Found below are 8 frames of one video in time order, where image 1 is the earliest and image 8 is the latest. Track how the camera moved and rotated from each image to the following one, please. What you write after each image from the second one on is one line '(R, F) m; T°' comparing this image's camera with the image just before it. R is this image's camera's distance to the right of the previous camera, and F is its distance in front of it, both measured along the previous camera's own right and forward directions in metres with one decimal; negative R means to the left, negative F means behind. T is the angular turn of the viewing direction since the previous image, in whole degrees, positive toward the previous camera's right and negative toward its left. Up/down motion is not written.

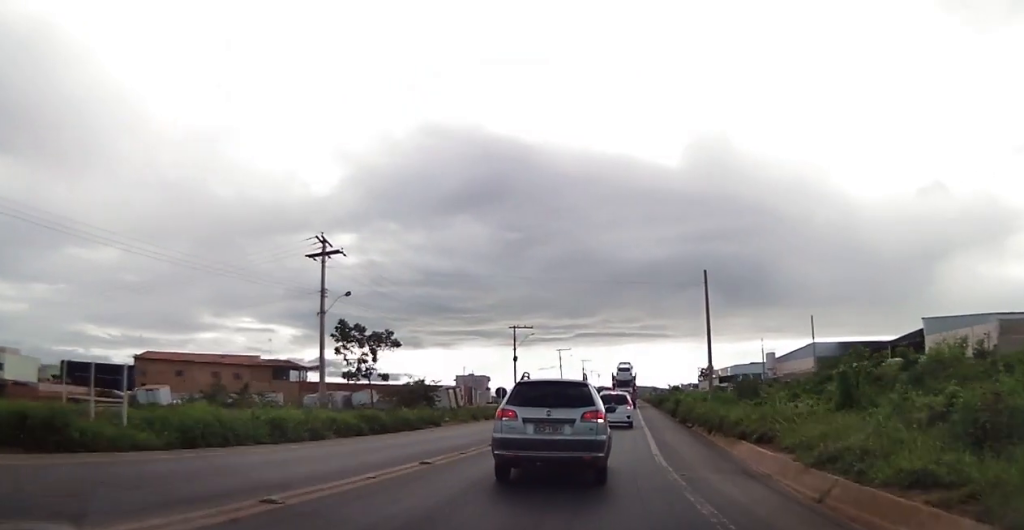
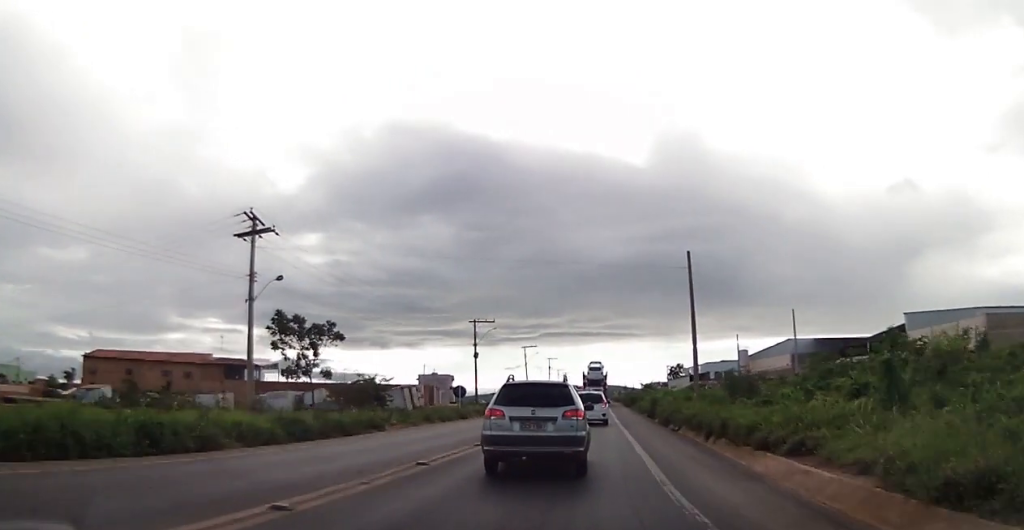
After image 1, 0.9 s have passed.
(0.0, +5.5) m; 0°
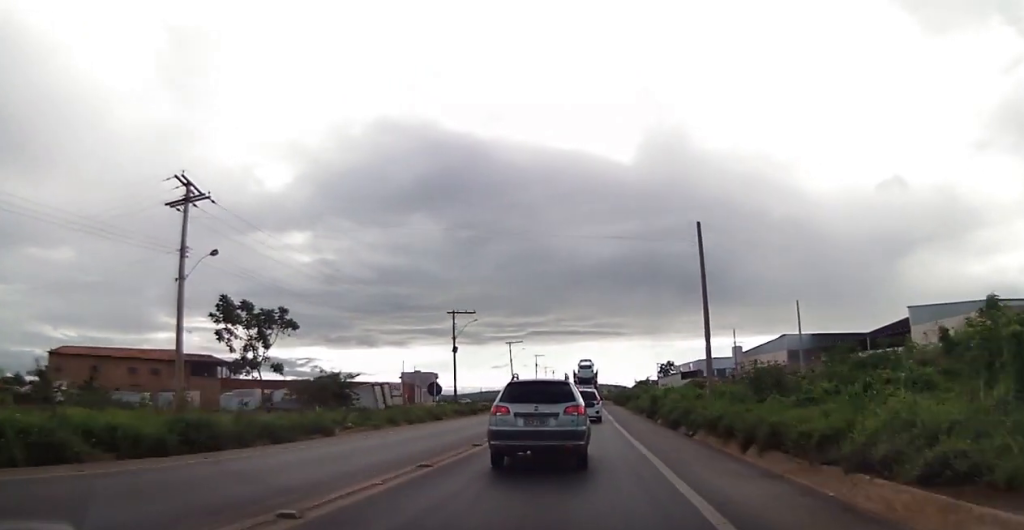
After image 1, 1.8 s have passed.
(0.0, +6.0) m; +2°
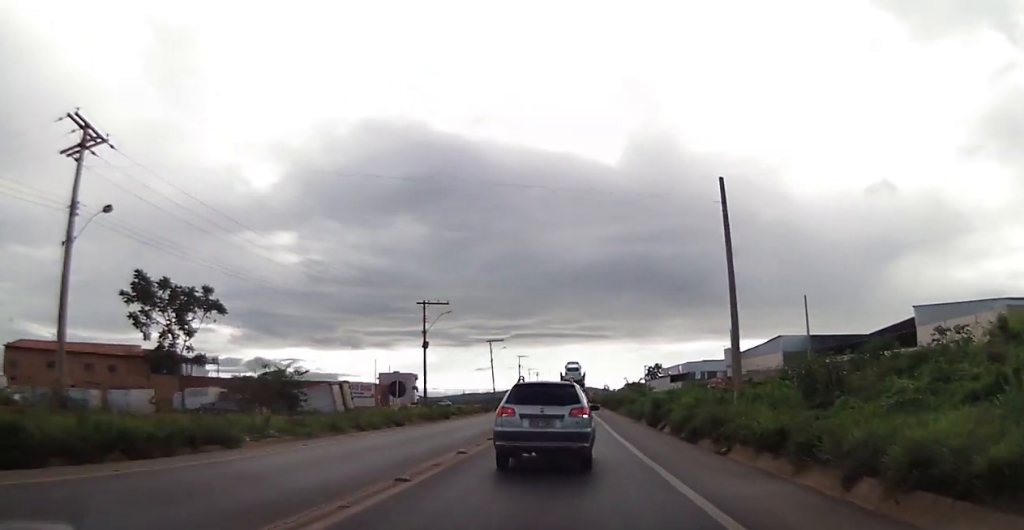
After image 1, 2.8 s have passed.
(+0.3, +7.2) m; +3°
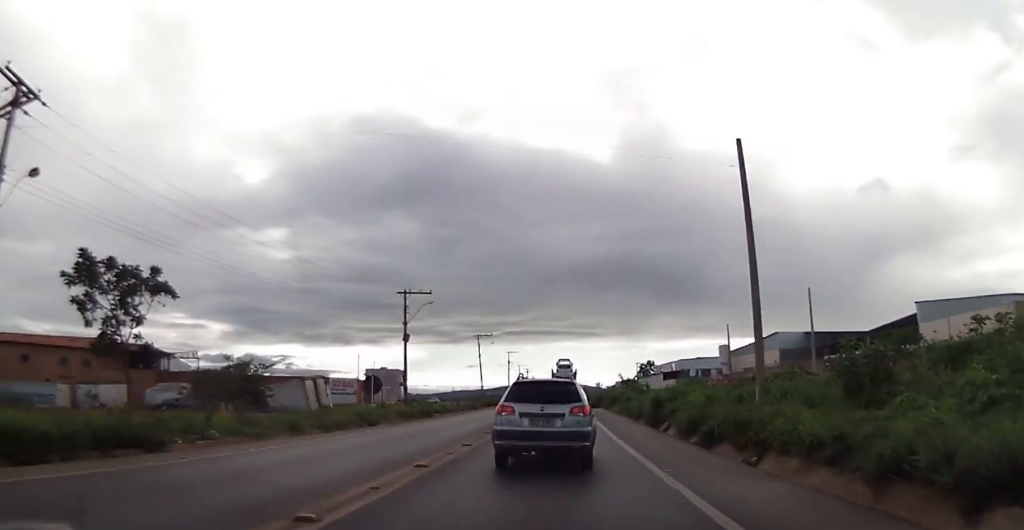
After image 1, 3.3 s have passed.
(0.0, +3.7) m; +1°
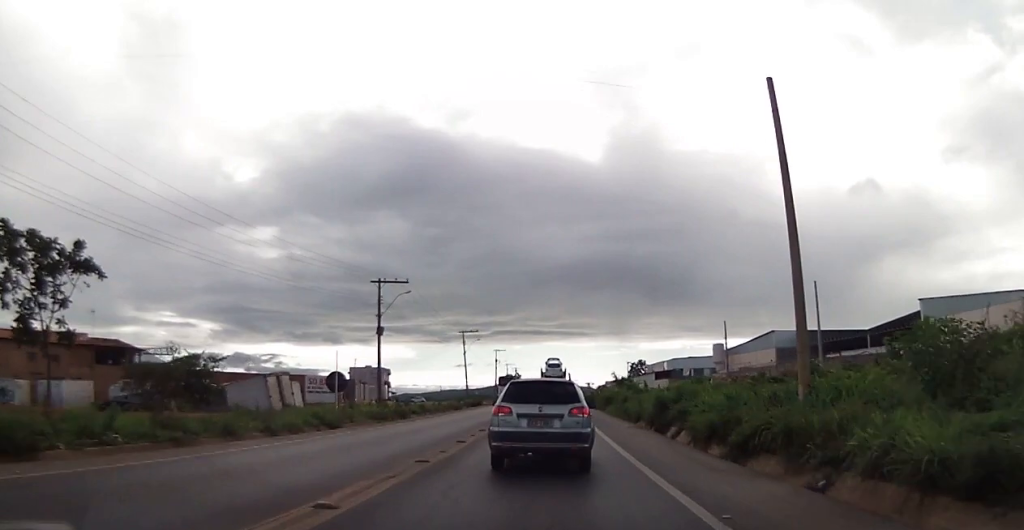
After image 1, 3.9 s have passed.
(0.0, +4.6) m; 0°
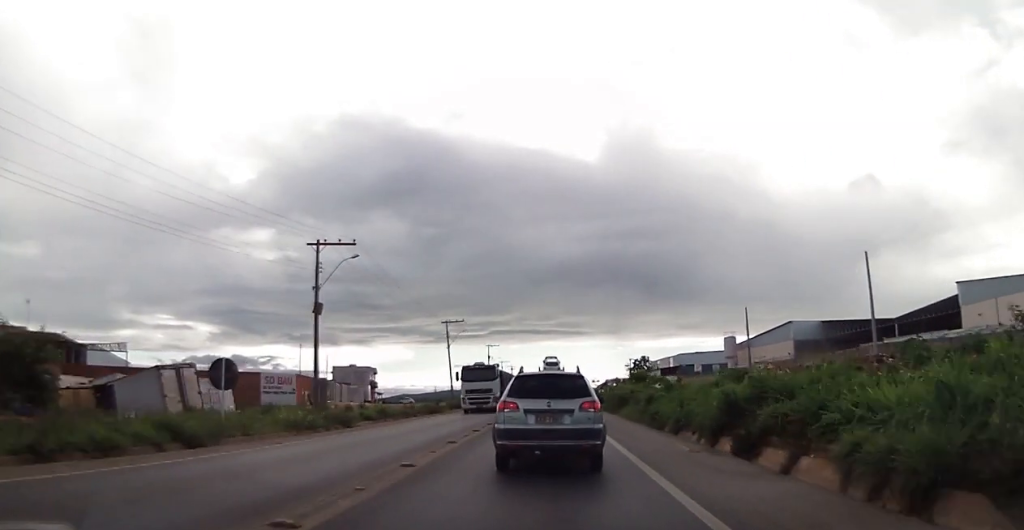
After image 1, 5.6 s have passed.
(0.0, +12.2) m; +1°
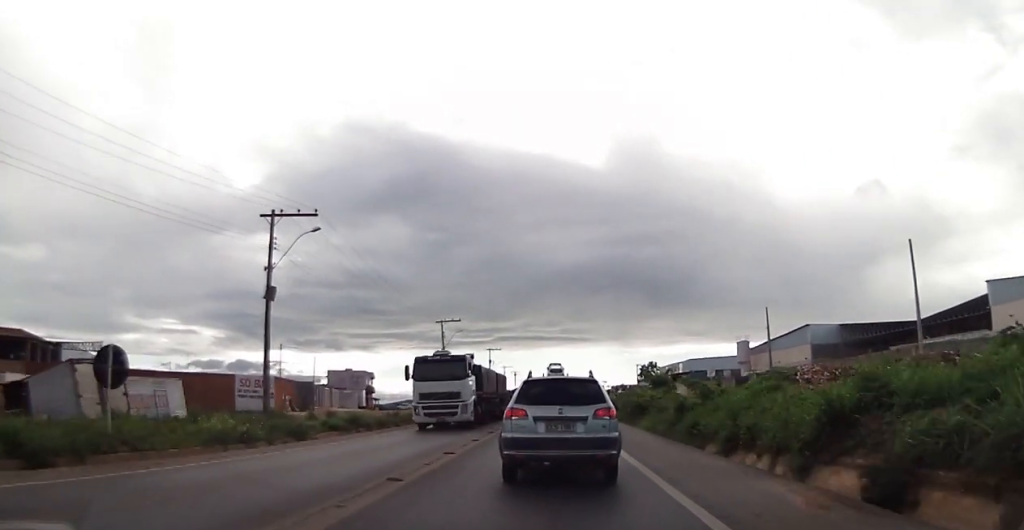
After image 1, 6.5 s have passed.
(+0.1, +6.5) m; 0°
